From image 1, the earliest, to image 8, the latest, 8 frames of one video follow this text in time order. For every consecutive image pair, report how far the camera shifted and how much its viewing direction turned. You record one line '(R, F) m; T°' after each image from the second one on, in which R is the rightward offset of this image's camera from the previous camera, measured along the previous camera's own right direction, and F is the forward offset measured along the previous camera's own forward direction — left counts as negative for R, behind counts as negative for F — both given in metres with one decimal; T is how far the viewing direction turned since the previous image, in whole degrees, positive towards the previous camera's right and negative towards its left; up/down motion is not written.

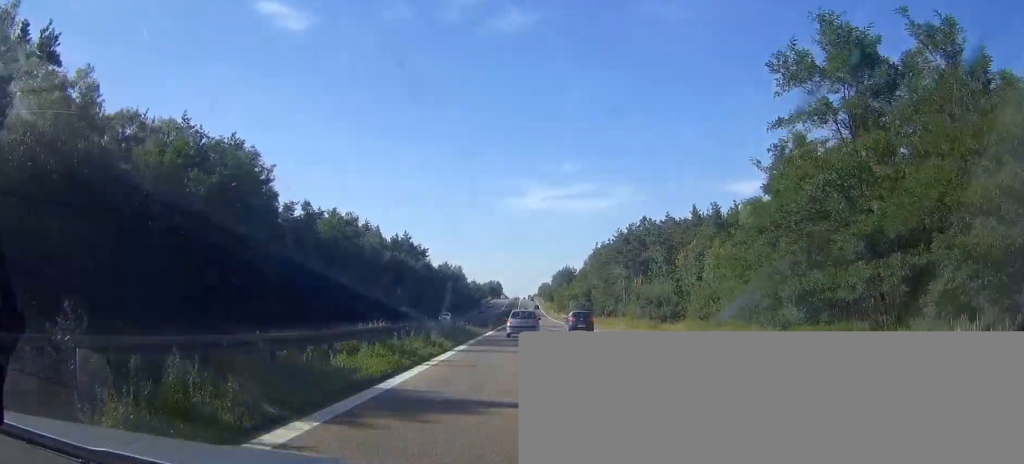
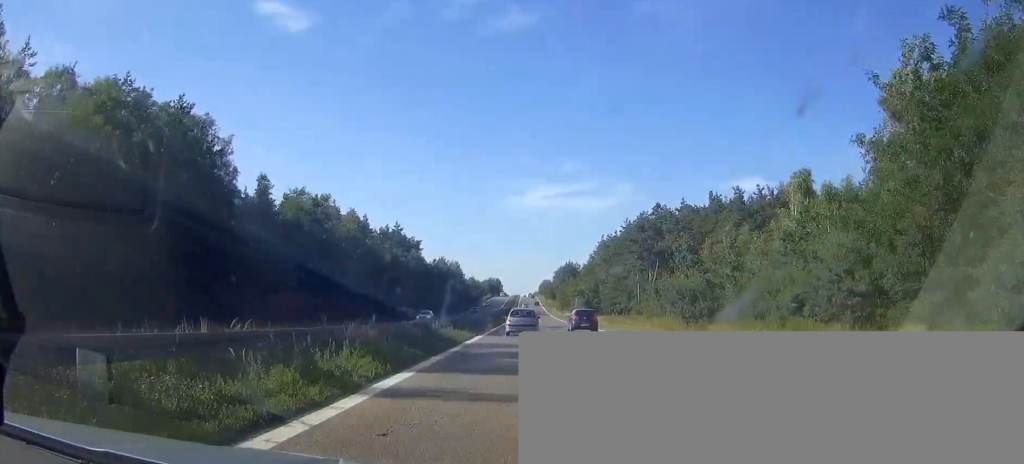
(0.0, +12.1) m; 0°
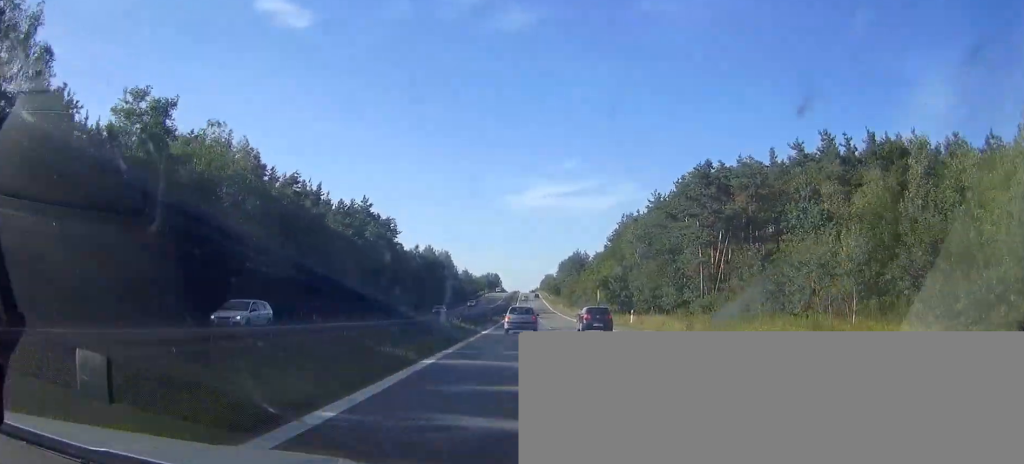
(0.0, +31.3) m; 0°
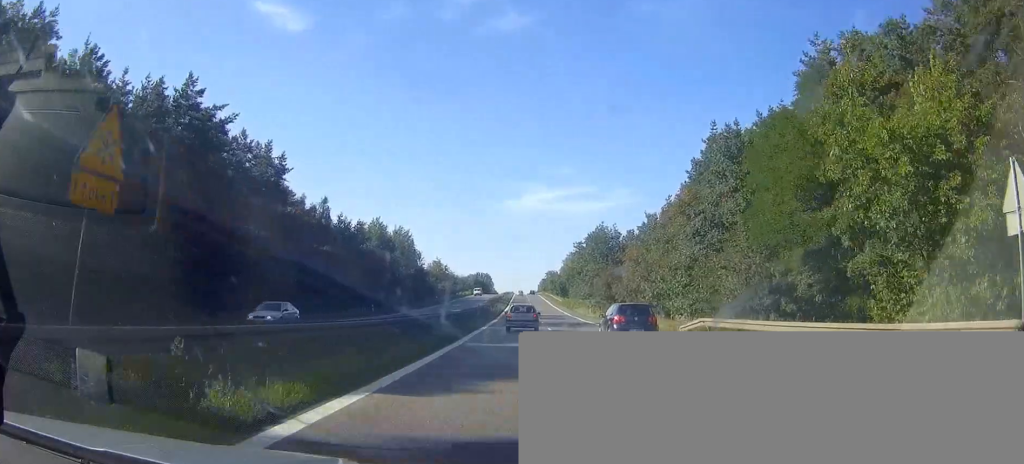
(0.0, +67.5) m; 0°
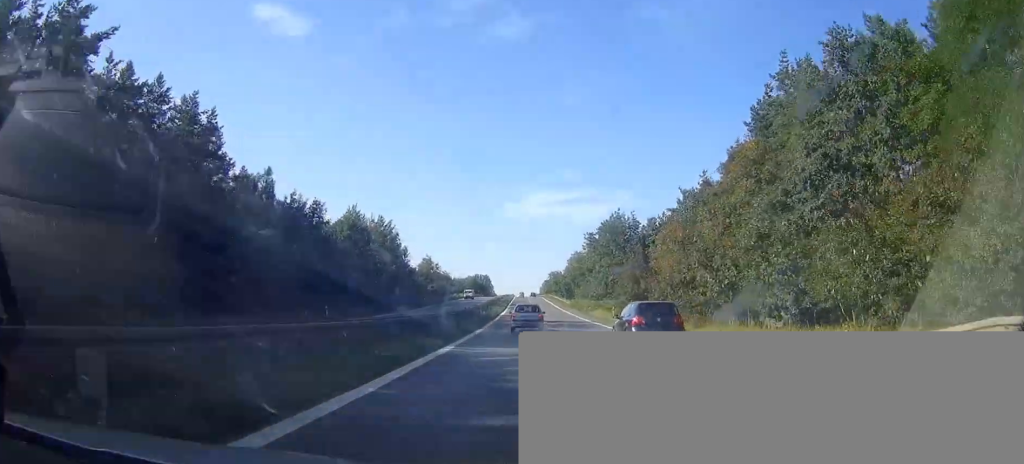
(0.0, +19.7) m; 0°
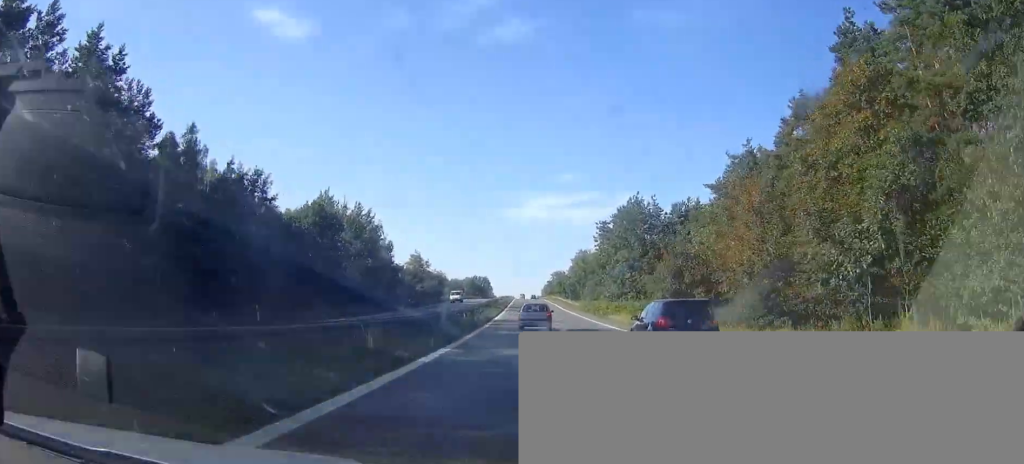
(0.0, +16.6) m; 0°
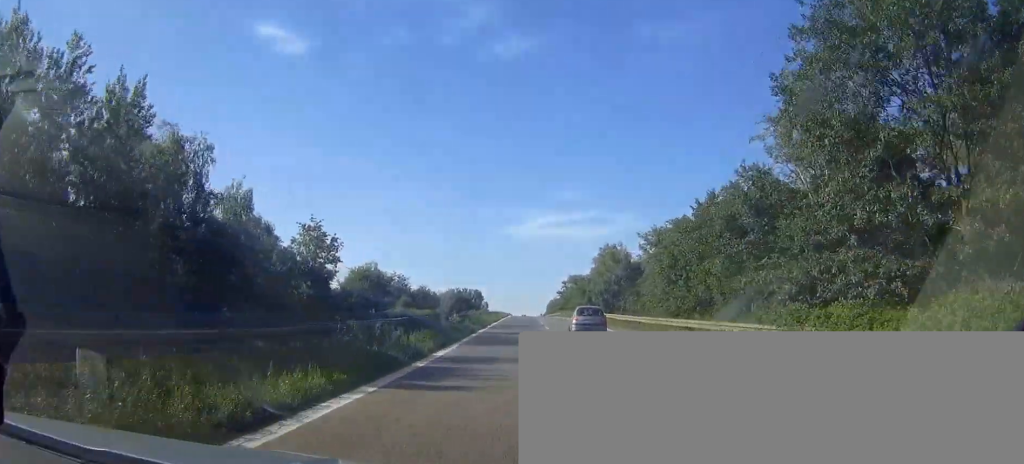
(+0.2, +66.7) m; 0°
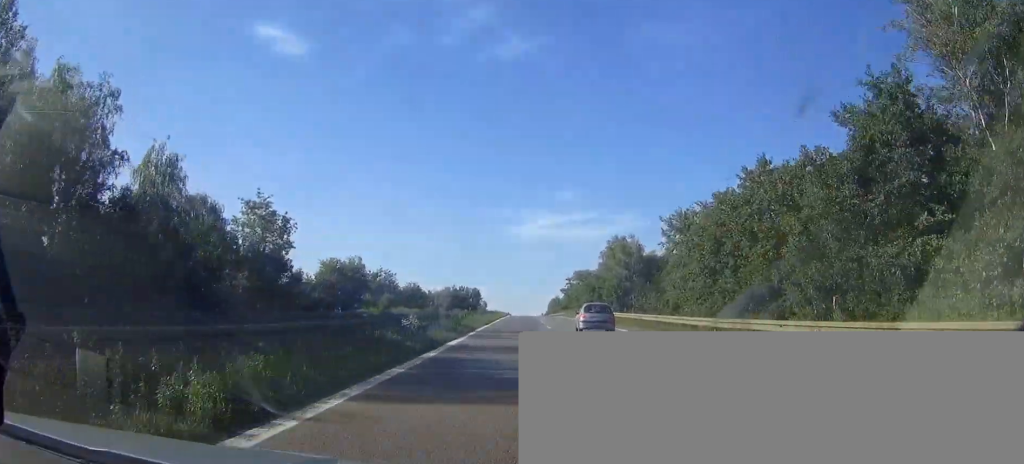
(0.0, +14.5) m; 0°
